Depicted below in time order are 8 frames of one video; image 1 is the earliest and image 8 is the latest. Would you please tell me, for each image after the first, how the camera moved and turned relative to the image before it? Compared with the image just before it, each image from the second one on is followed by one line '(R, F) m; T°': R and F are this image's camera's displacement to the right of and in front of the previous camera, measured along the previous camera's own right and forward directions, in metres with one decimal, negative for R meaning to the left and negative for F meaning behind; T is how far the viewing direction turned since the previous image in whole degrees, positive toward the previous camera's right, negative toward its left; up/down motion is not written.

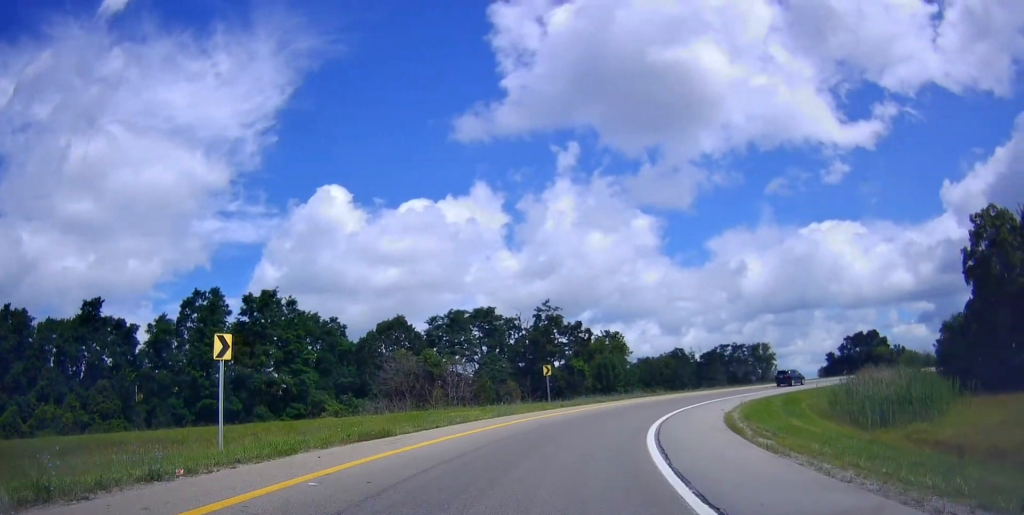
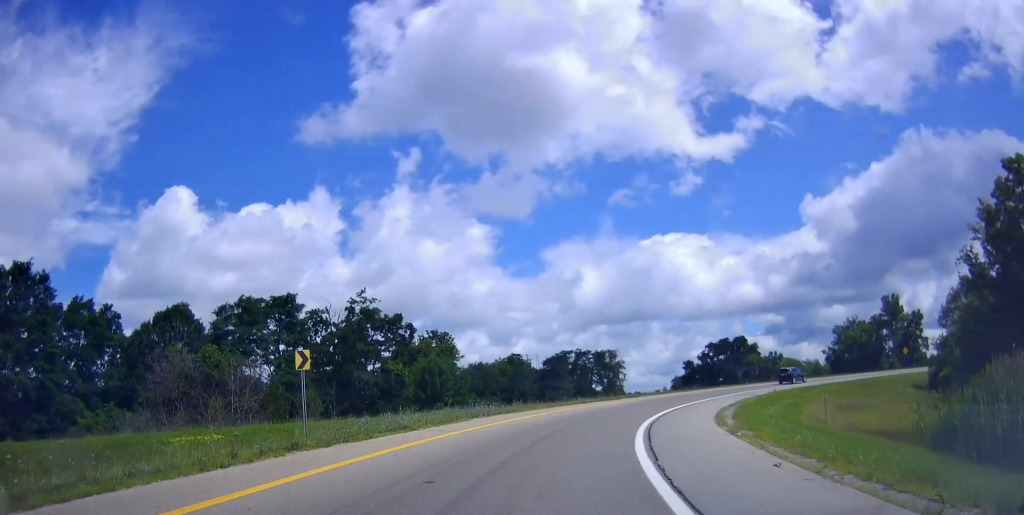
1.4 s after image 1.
(+3.5, +16.2) m; +17°
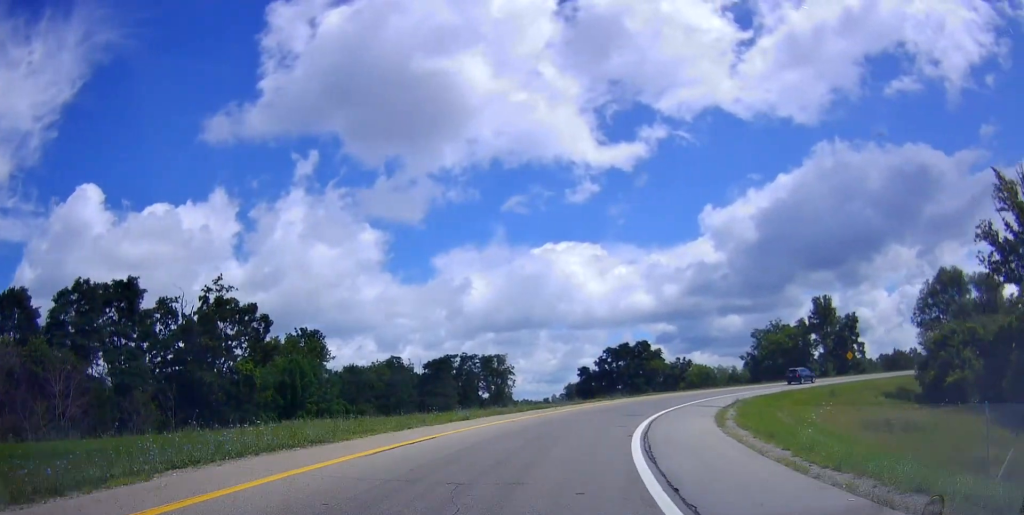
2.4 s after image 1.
(+0.5, +13.1) m; +8°
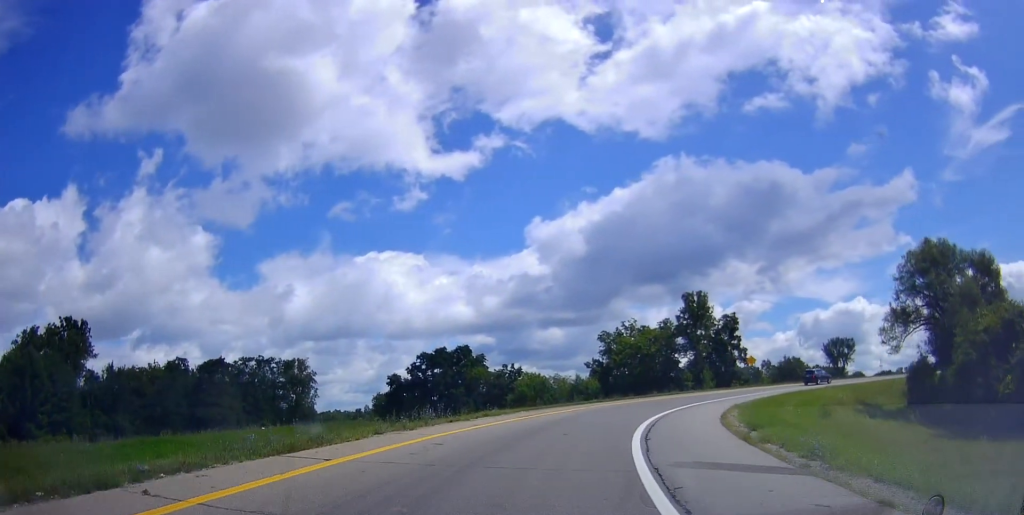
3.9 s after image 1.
(+3.2, +24.0) m; +13°
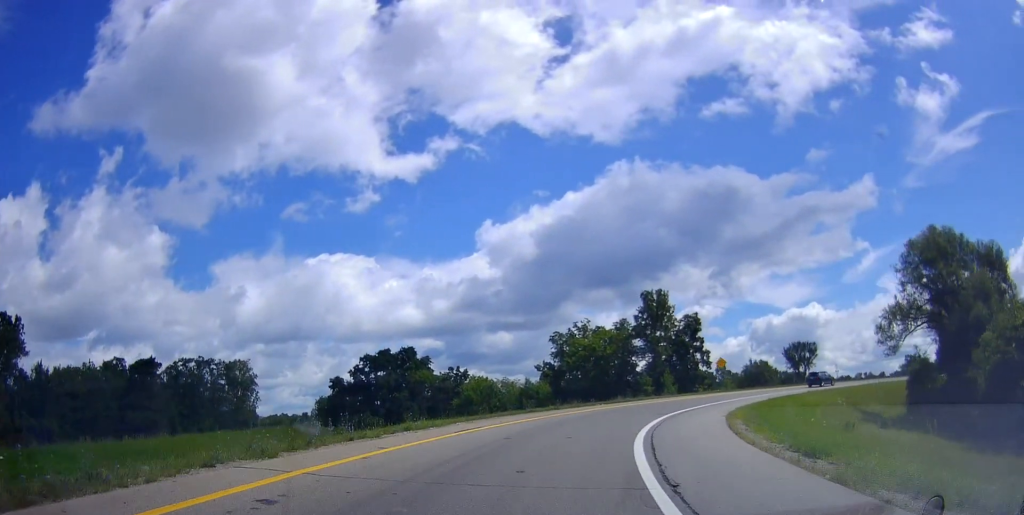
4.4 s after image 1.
(0.0, +7.0) m; +3°
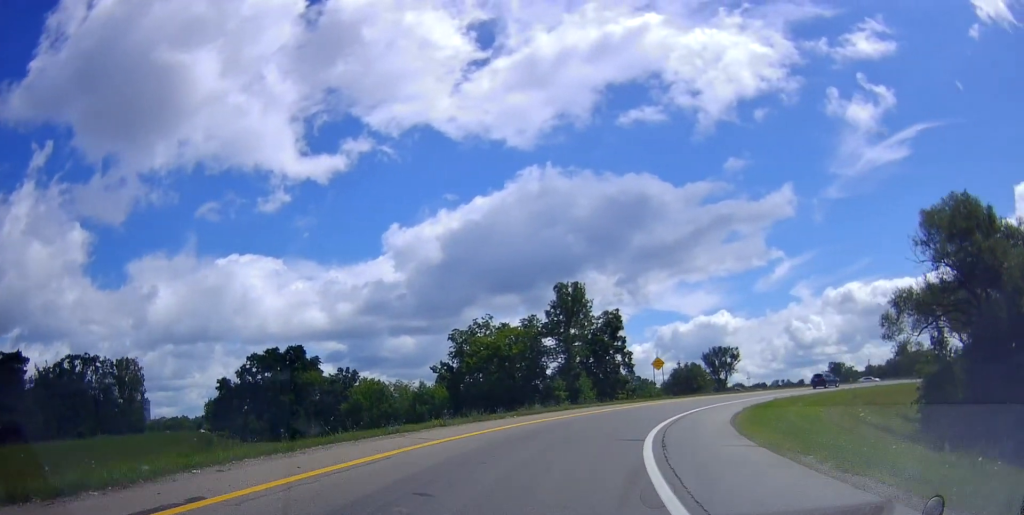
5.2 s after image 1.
(+0.8, +12.9) m; +13°
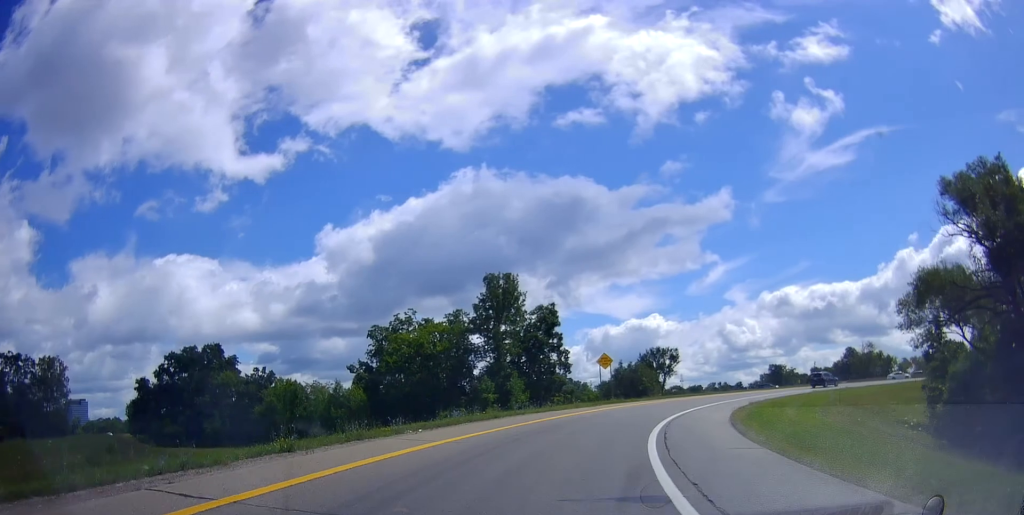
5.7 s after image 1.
(0.0, +8.5) m; +10°
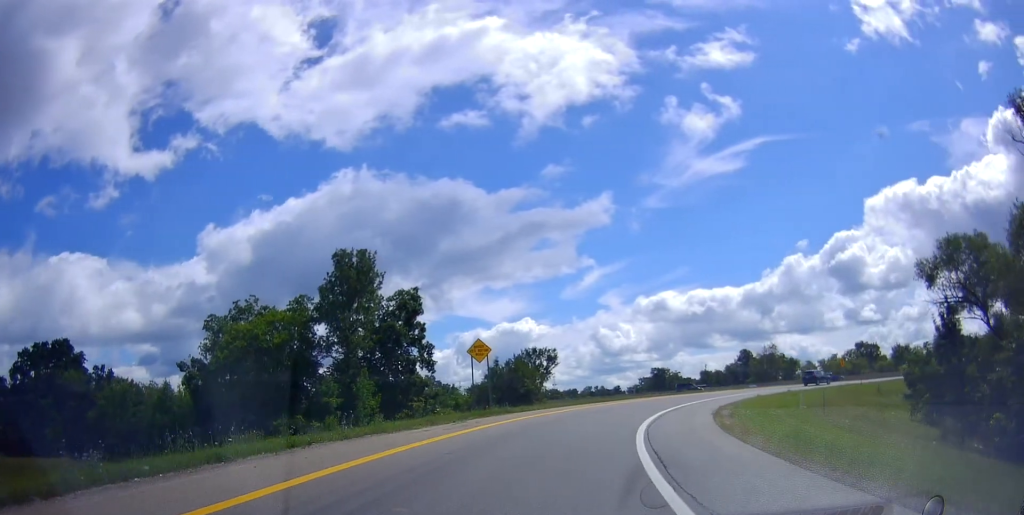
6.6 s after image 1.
(+3.4, +15.1) m; +17°
